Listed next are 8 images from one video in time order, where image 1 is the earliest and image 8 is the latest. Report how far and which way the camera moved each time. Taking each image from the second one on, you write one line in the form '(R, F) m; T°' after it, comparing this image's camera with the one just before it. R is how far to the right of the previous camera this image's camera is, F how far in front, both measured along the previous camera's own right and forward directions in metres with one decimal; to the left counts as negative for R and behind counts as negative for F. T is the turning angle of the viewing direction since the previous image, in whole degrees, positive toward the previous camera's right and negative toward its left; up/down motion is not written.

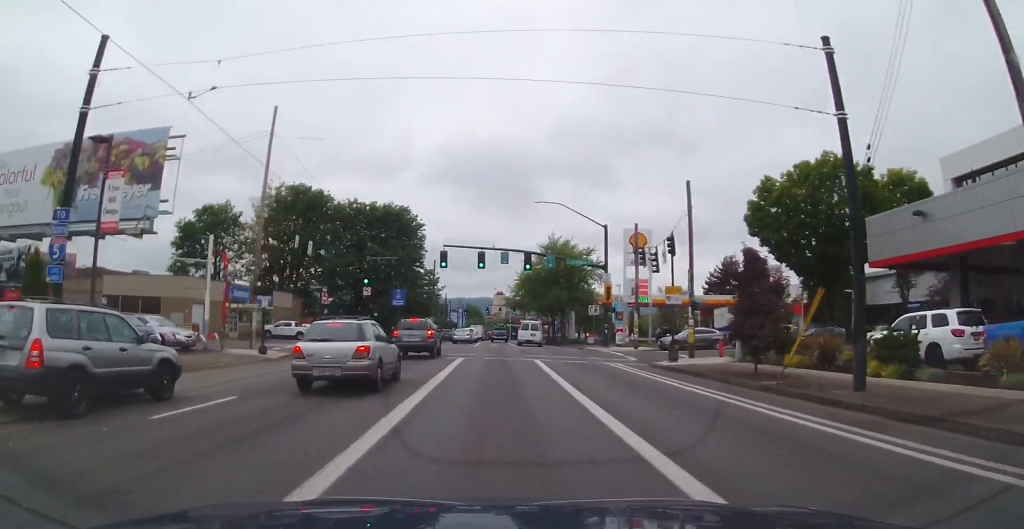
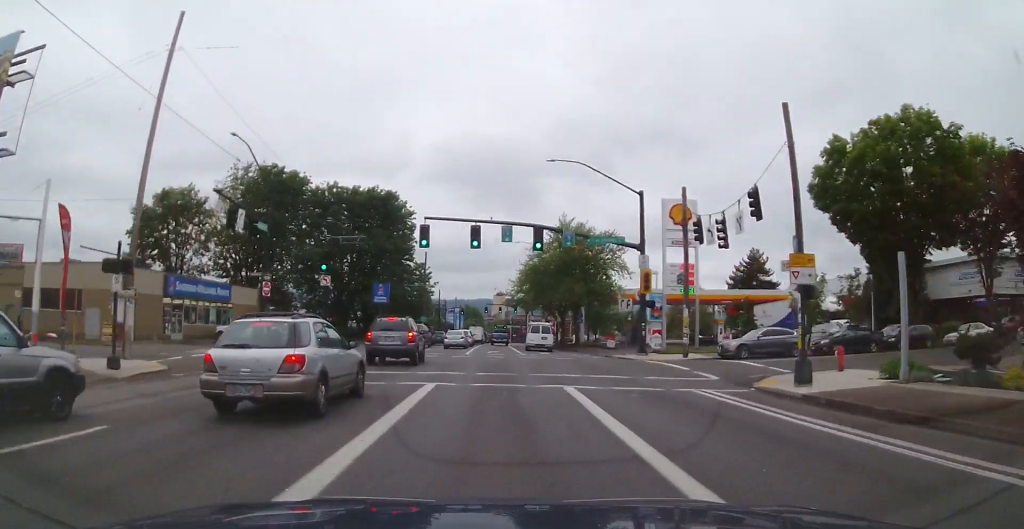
(0.0, +11.0) m; -2°
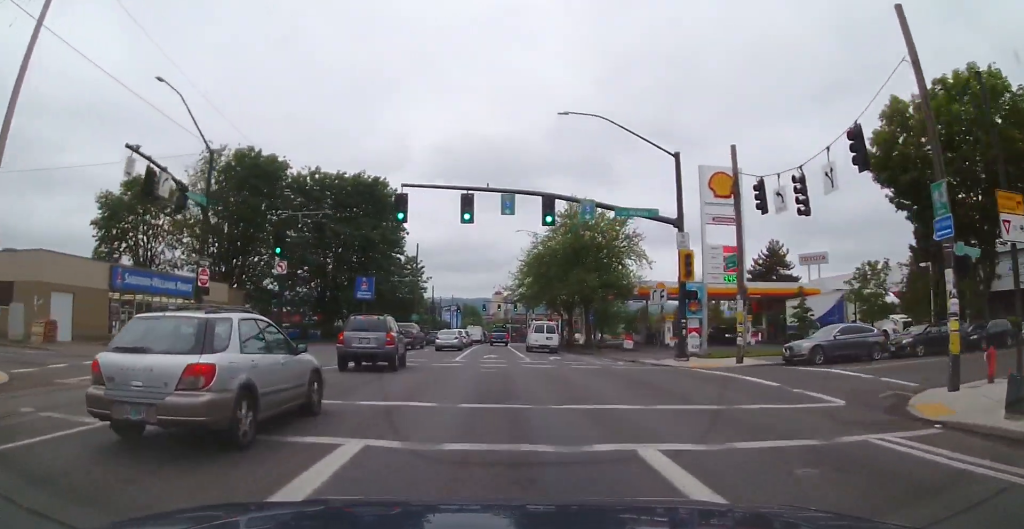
(-0.2, +7.1) m; 0°
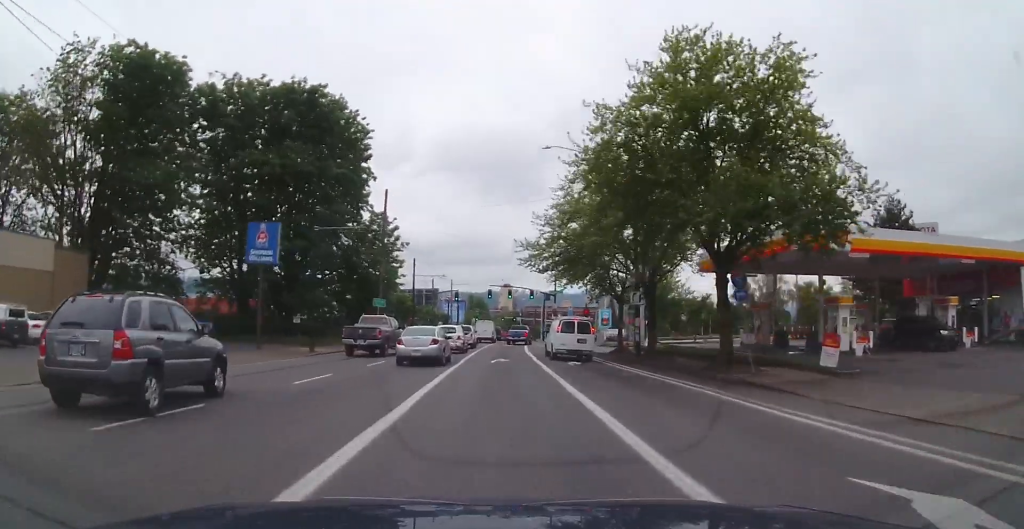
(0.0, +26.6) m; -1°
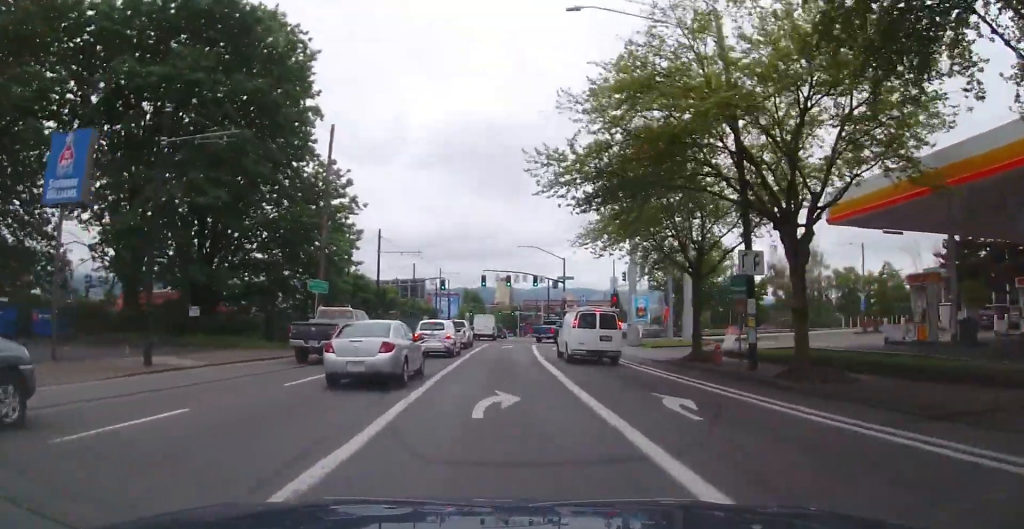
(-0.4, +15.3) m; -1°
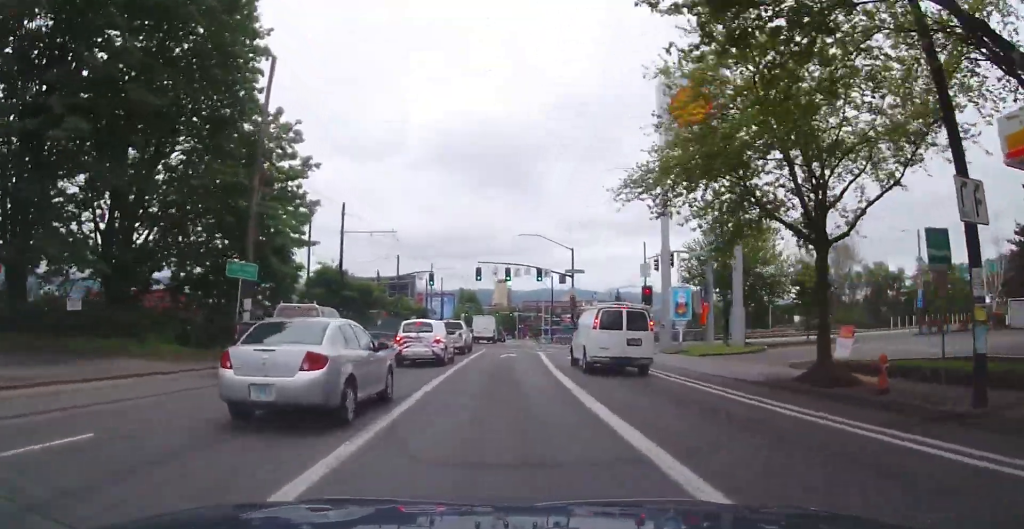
(0.0, +9.6) m; -1°
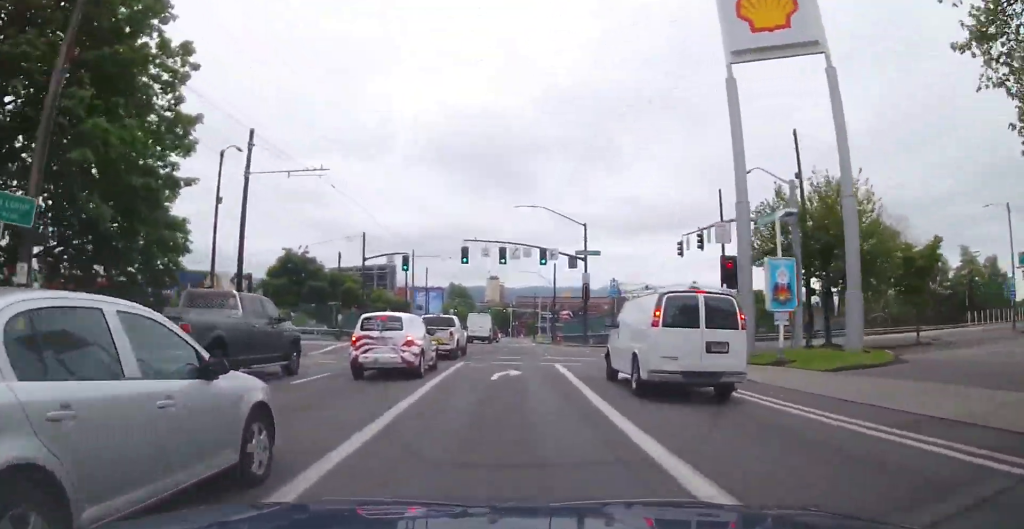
(-0.1, +12.4) m; -2°
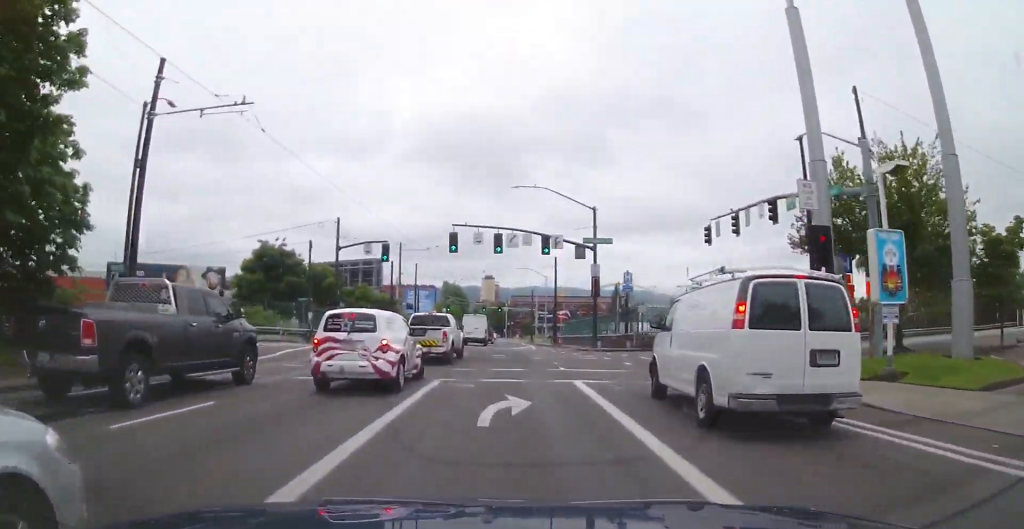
(-0.3, +6.7) m; 0°
